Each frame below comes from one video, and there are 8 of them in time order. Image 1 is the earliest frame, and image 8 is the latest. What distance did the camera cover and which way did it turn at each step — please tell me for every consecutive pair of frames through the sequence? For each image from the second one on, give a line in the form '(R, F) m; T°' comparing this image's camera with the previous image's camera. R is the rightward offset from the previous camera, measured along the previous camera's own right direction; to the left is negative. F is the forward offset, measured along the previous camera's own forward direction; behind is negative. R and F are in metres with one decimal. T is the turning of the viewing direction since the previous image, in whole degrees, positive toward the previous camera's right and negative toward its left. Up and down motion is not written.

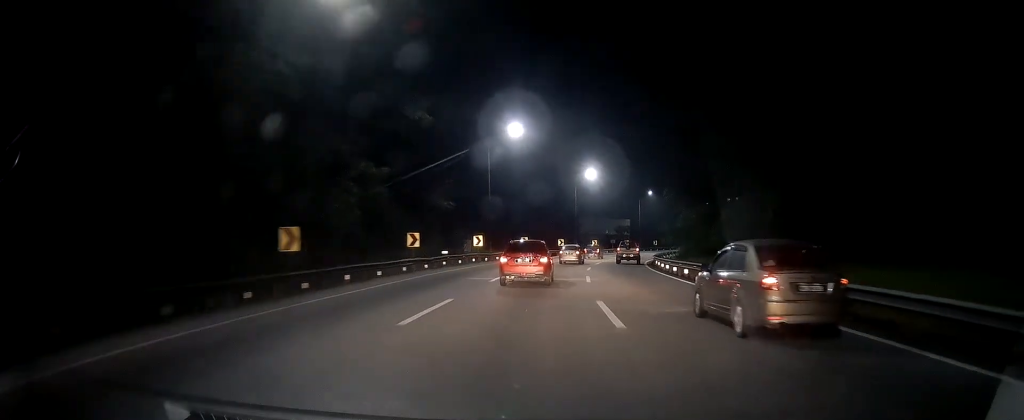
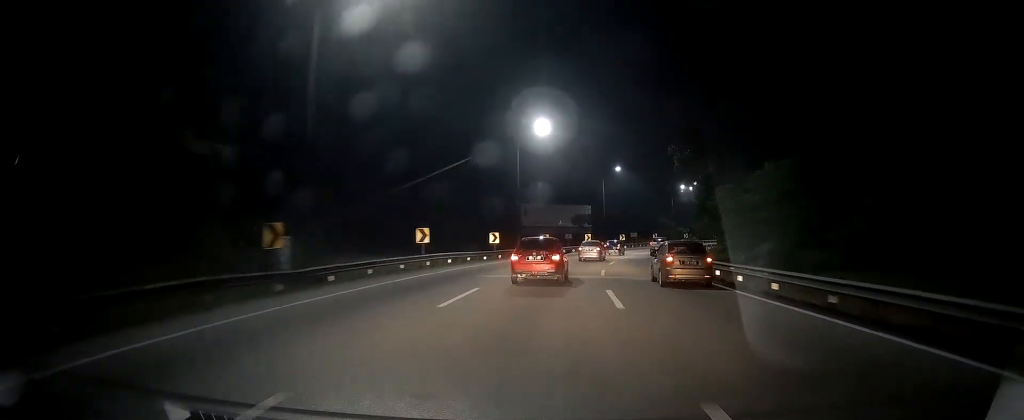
(+1.4, +33.4) m; +5°
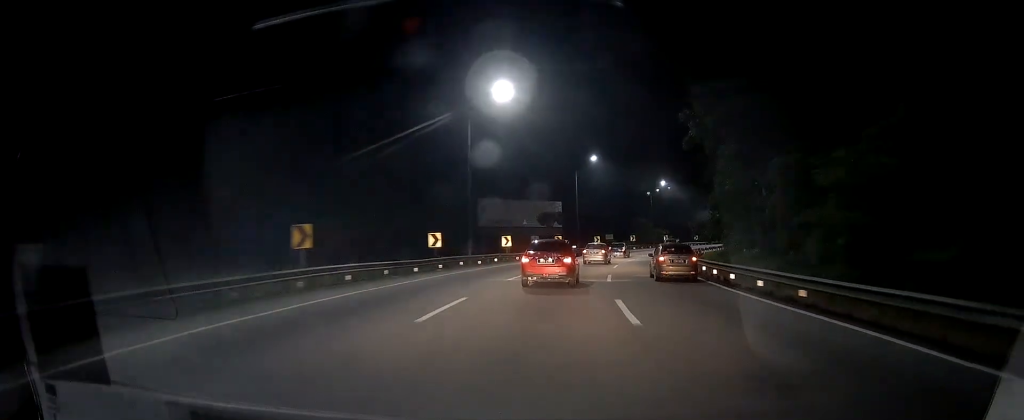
(+0.1, +14.1) m; +3°
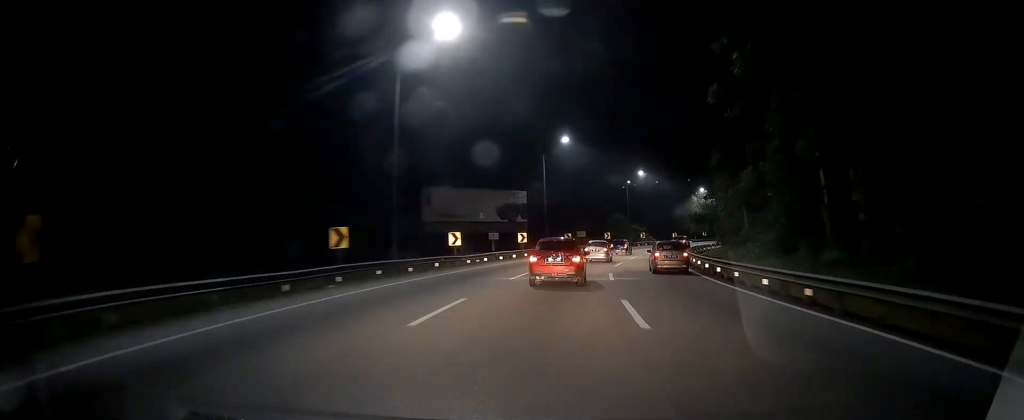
(+0.4, +12.5) m; +4°
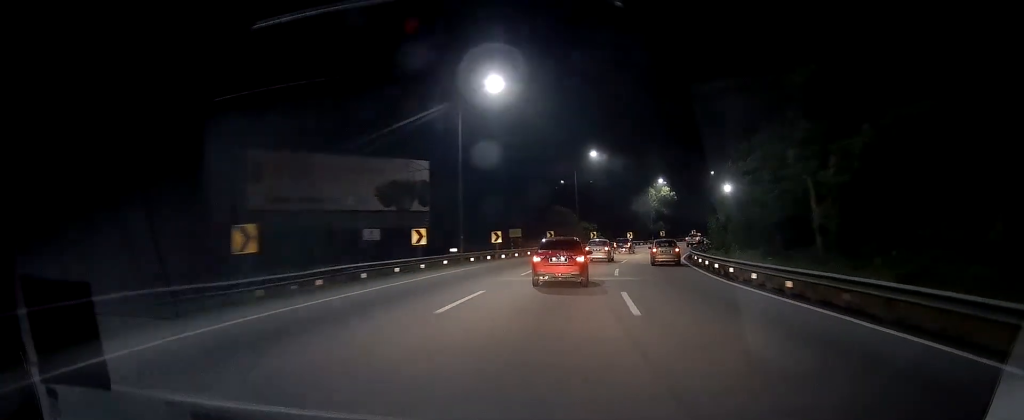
(+1.6, +22.6) m; +8°
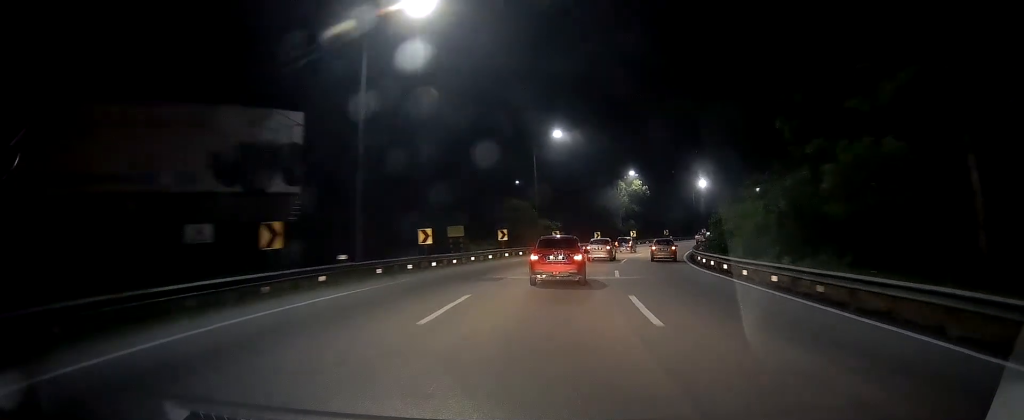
(+0.6, +14.5) m; +4°
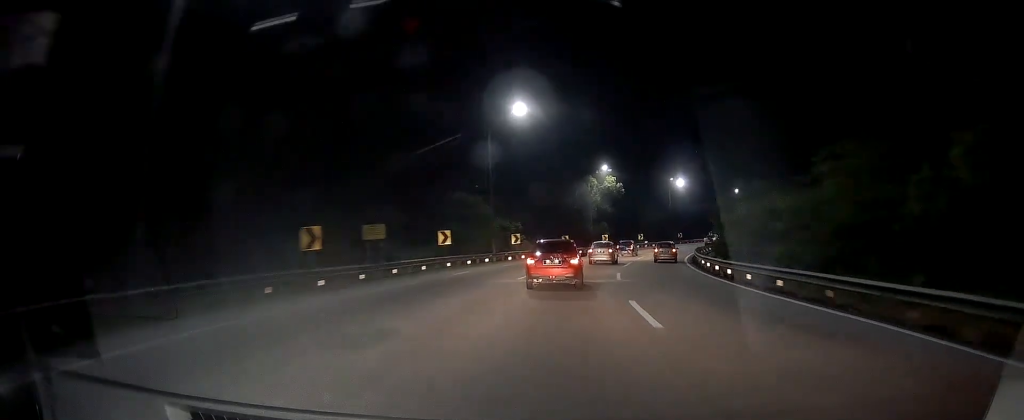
(+0.2, +12.8) m; +4°
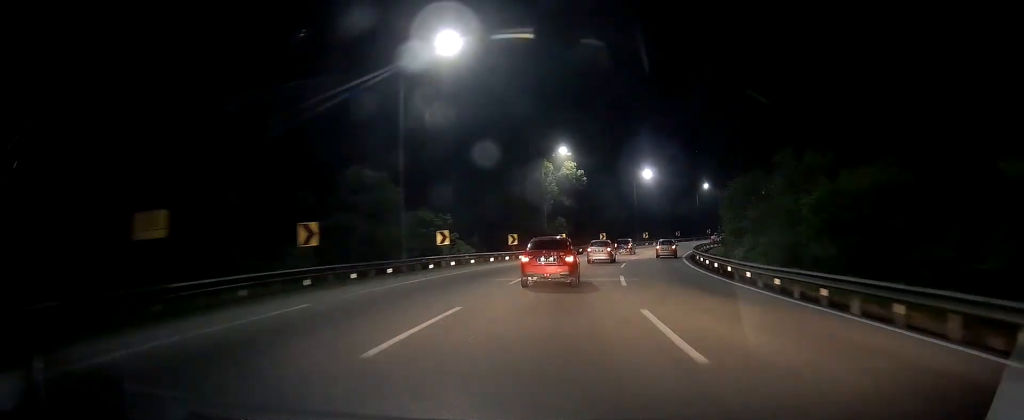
(+0.8, +16.1) m; +6°
